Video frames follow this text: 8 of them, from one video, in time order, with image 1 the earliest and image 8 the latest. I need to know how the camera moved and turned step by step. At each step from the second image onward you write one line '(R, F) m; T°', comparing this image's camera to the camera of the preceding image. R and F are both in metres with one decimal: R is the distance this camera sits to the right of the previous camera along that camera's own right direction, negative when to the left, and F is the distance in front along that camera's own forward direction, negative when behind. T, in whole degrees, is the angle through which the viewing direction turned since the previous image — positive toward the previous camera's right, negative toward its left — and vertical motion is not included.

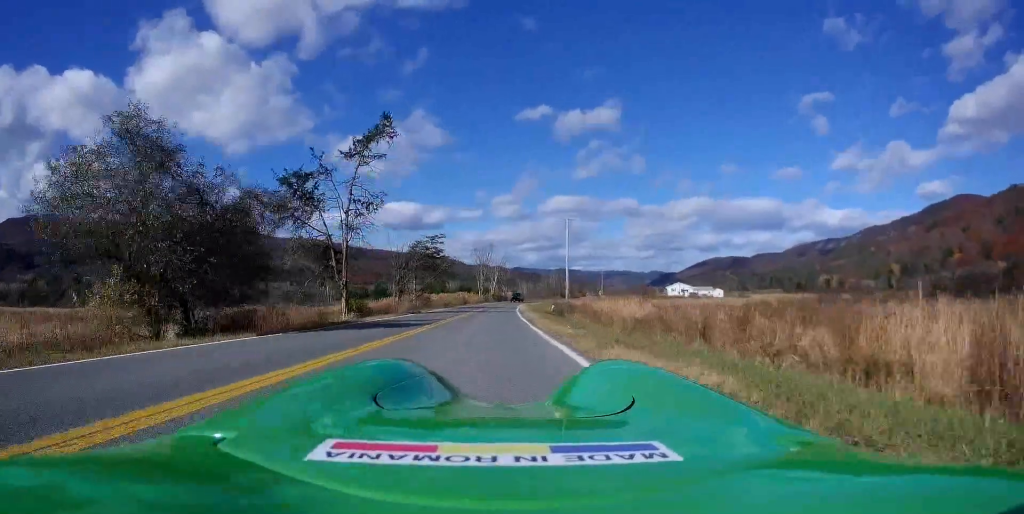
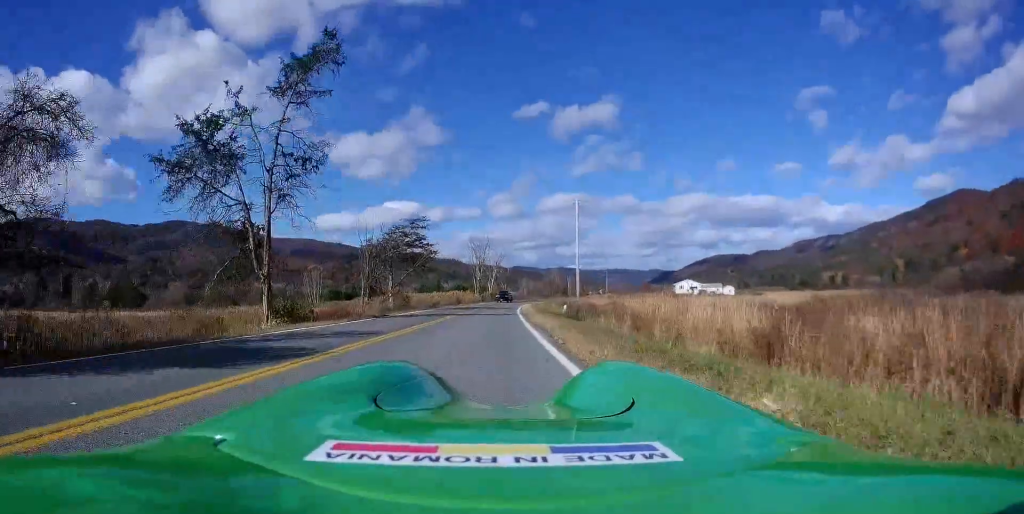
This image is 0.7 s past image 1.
(+0.1, +11.5) m; 0°
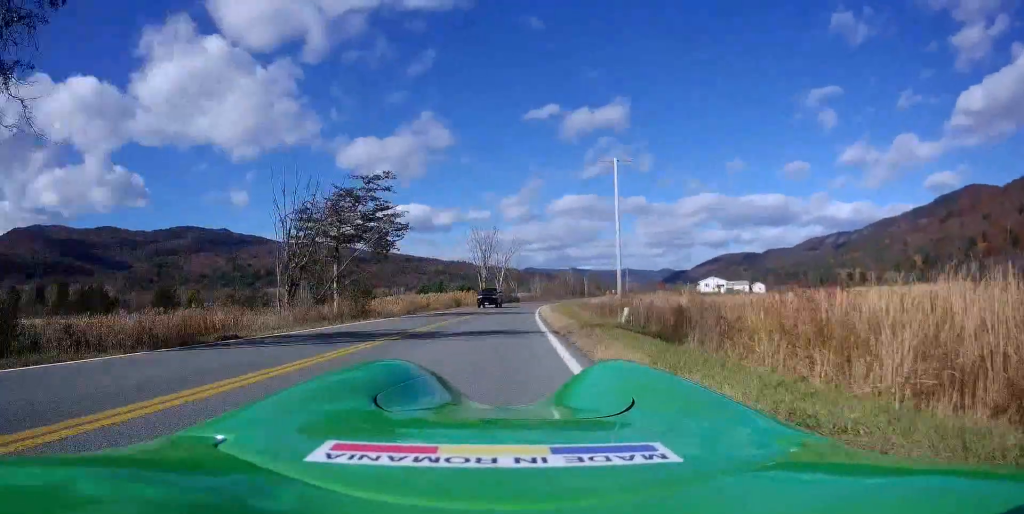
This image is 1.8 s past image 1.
(0.0, +16.9) m; 0°
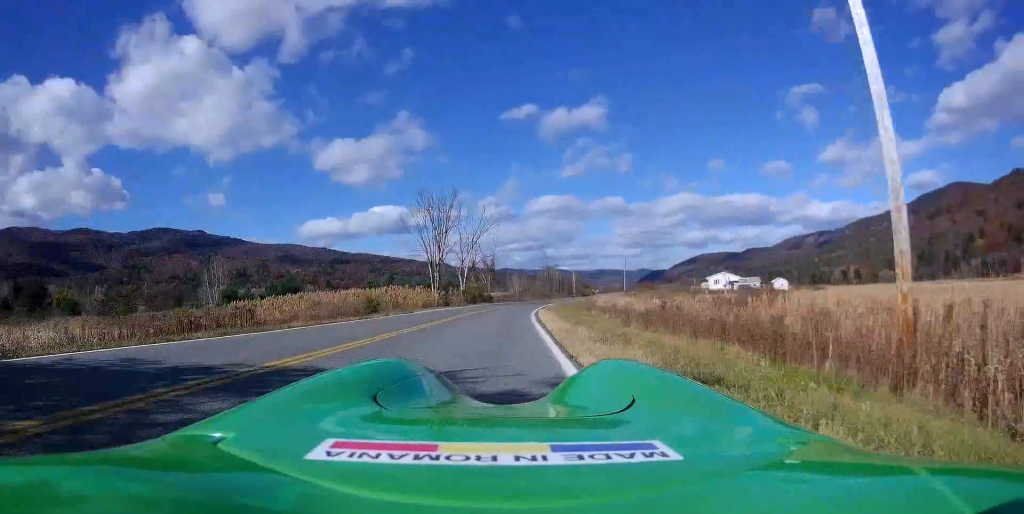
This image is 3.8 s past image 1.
(+0.4, +32.3) m; +1°
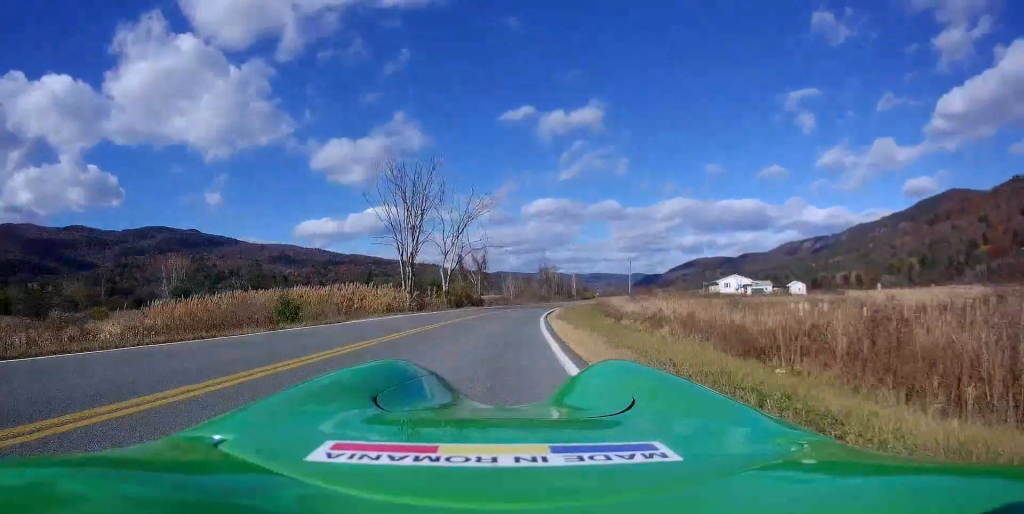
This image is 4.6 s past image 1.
(0.0, +13.3) m; +1°
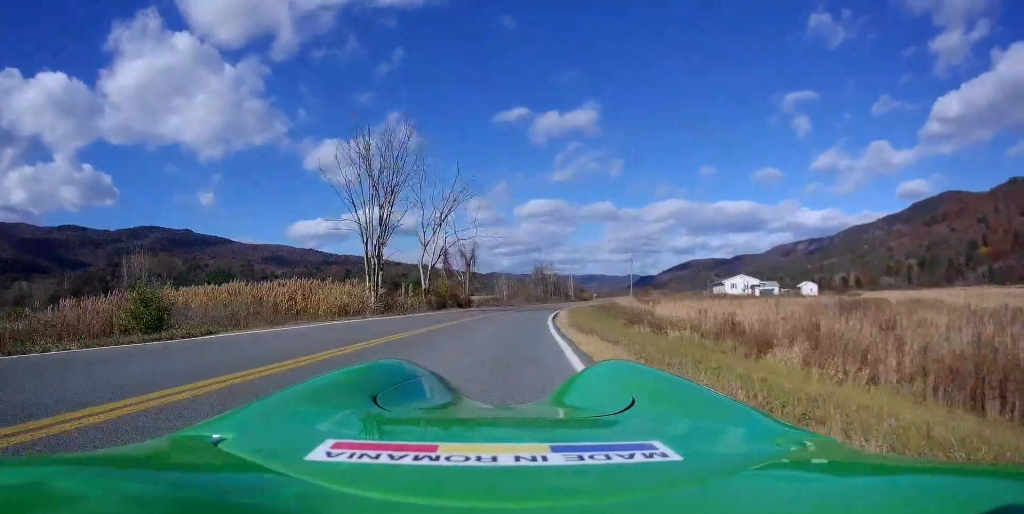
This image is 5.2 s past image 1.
(-0.2, +9.9) m; +1°
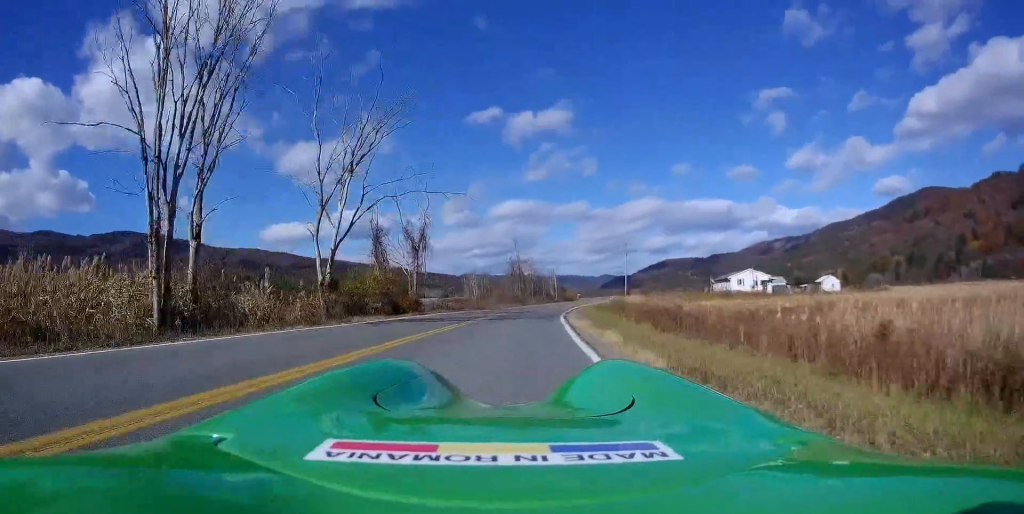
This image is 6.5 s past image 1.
(+0.8, +20.8) m; +3°
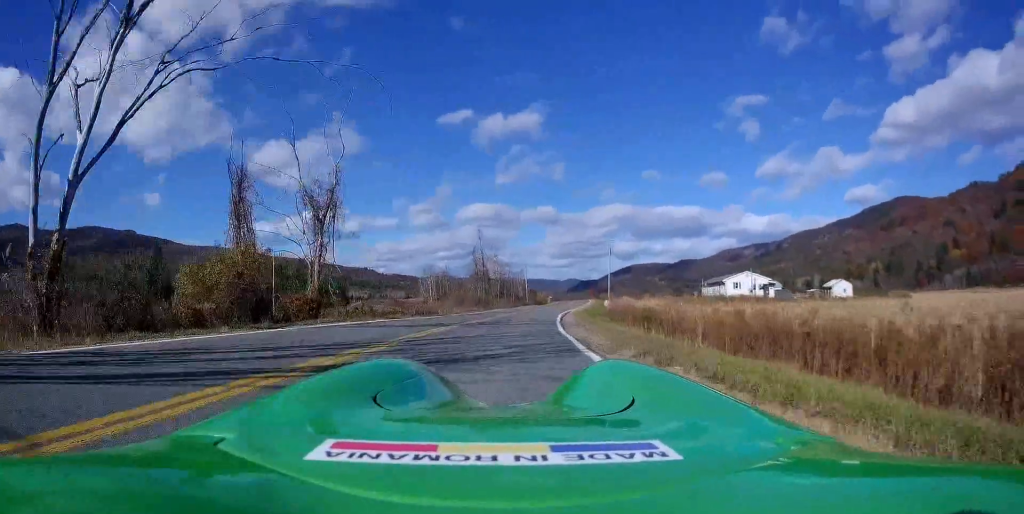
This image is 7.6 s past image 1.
(0.0, +16.0) m; 0°
